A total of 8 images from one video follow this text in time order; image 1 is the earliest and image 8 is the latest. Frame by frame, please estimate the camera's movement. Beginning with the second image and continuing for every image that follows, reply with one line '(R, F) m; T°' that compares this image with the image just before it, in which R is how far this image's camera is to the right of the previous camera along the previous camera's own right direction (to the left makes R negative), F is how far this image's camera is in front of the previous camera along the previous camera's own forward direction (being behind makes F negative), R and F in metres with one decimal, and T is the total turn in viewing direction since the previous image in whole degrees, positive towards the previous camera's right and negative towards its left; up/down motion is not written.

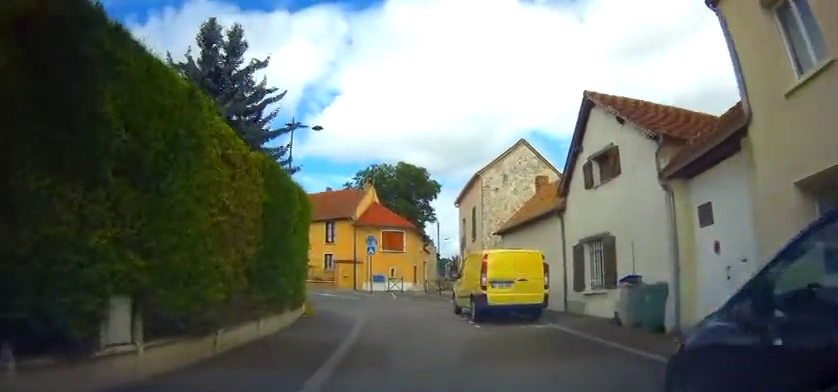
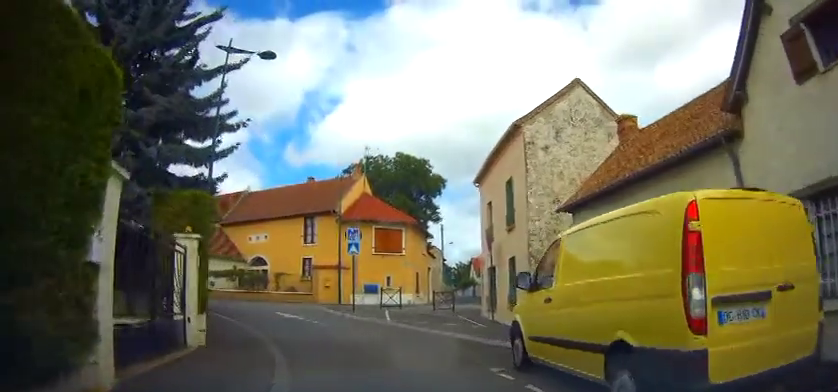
(+0.1, +9.4) m; -3°
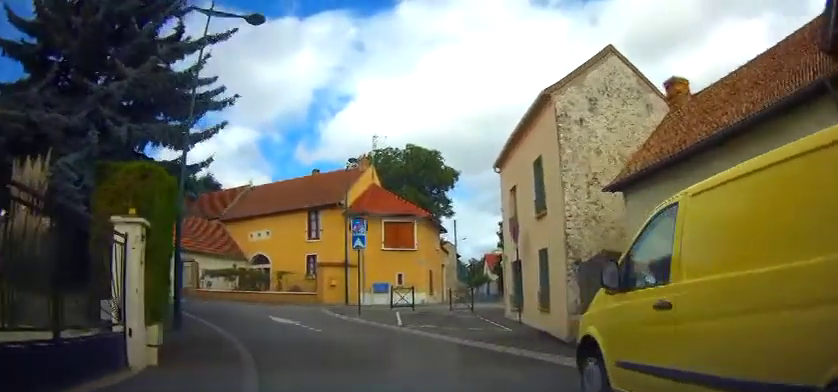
(0.0, +2.5) m; 0°
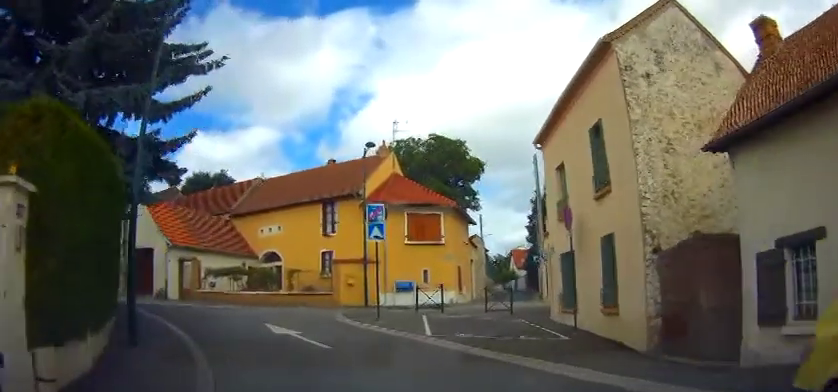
(0.0, +3.2) m; -1°
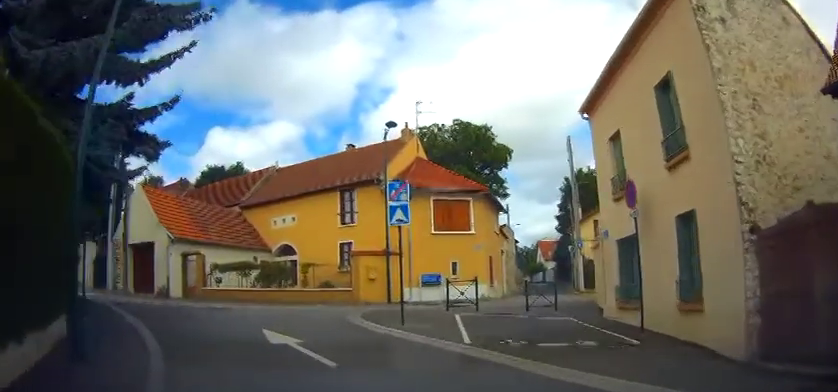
(0.0, +2.6) m; -6°
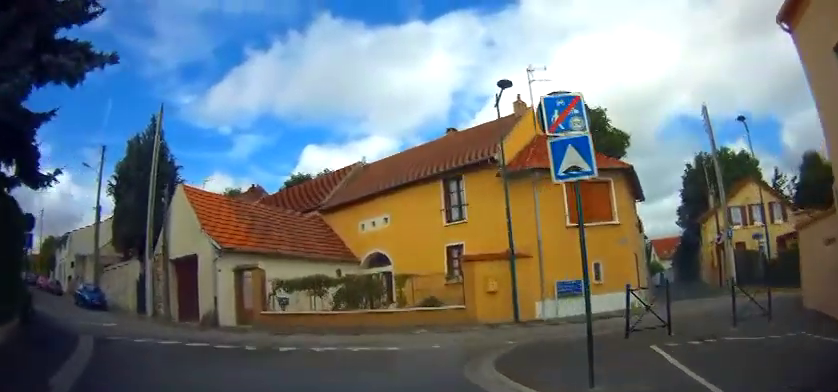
(-0.9, +6.3) m; -11°
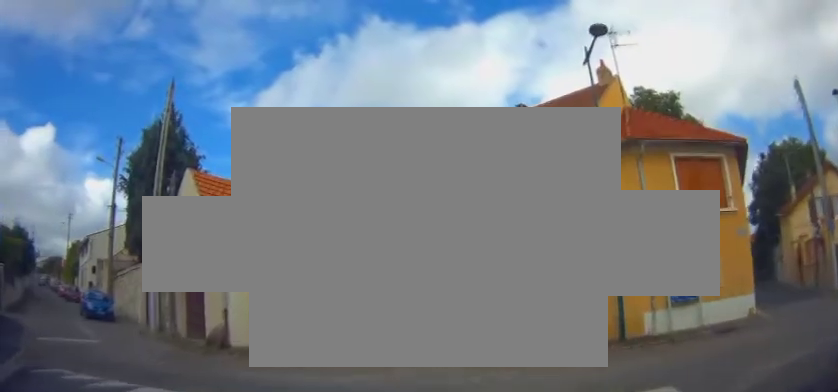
(+0.2, +3.4) m; +1°
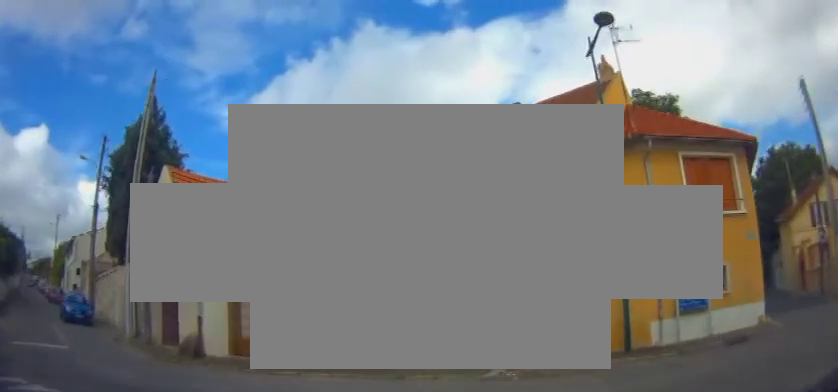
(0.0, +1.2) m; +4°
